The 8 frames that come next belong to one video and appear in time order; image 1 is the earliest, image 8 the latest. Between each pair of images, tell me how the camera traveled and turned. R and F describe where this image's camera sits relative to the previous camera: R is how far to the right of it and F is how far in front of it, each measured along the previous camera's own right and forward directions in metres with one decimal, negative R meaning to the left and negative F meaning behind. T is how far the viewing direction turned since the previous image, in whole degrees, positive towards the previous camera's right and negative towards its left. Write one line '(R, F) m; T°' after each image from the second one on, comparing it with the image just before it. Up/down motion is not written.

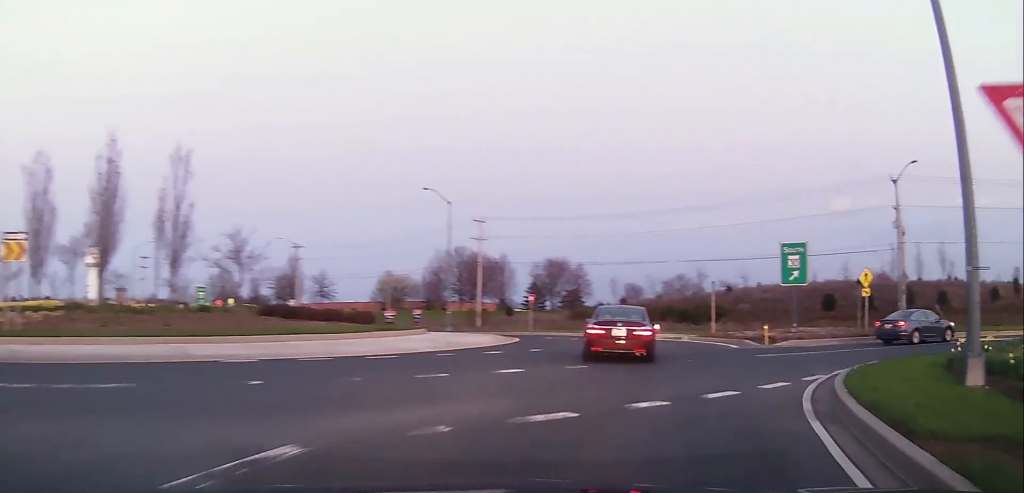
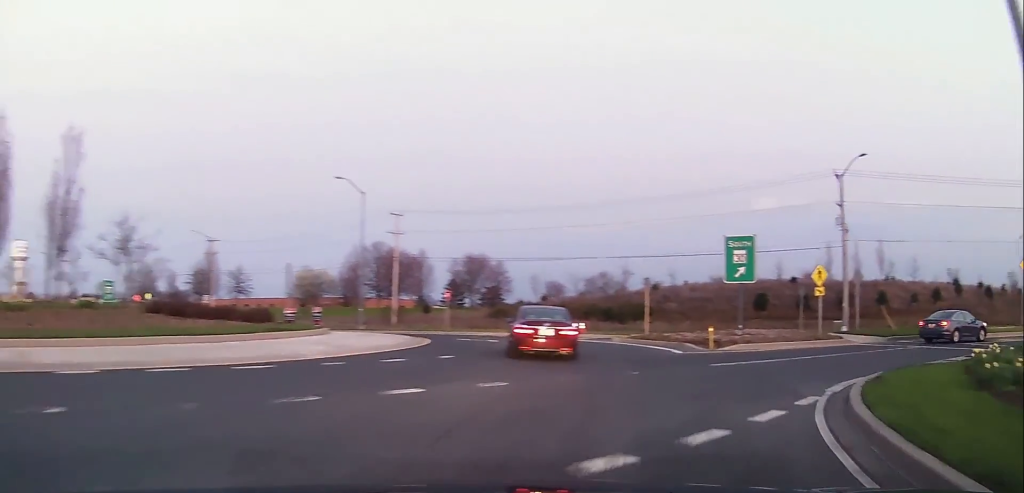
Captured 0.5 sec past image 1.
(-0.1, +2.2) m; +6°
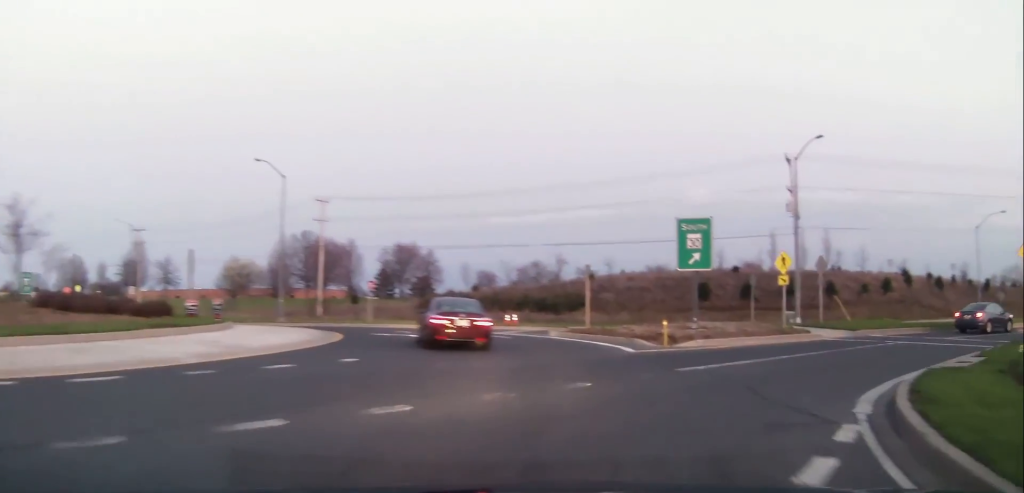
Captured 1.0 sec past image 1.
(+0.2, +2.6) m; +4°
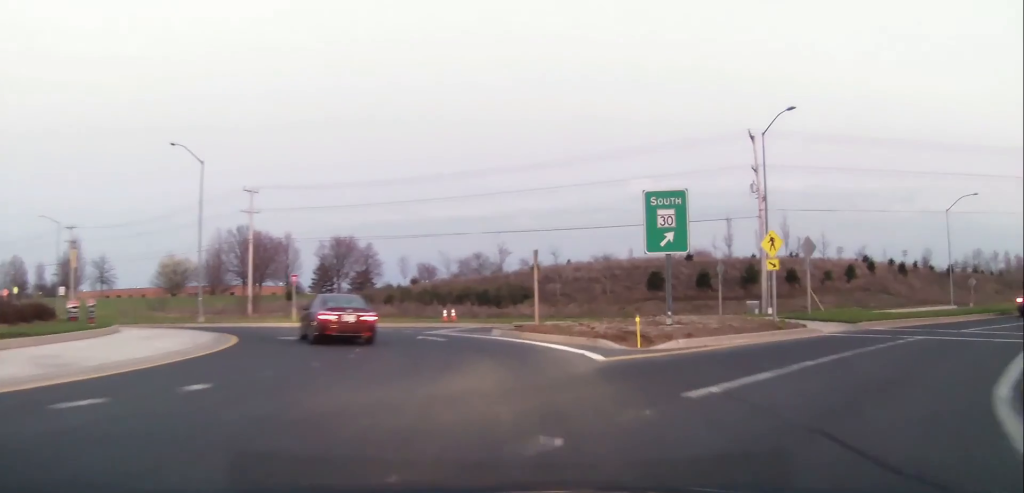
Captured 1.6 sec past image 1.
(+0.3, +3.3) m; +3°
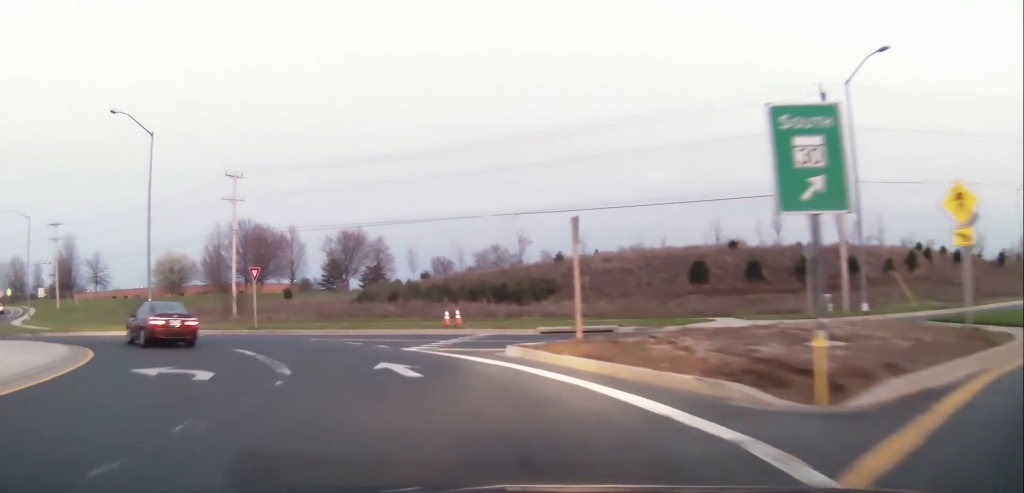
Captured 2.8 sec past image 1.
(0.0, +8.9) m; +4°
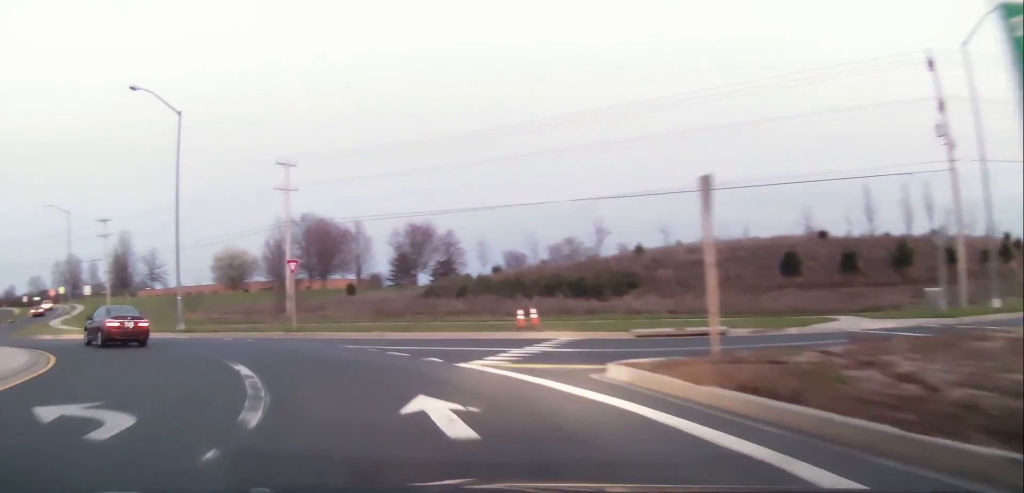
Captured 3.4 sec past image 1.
(+0.4, +5.4) m; +2°
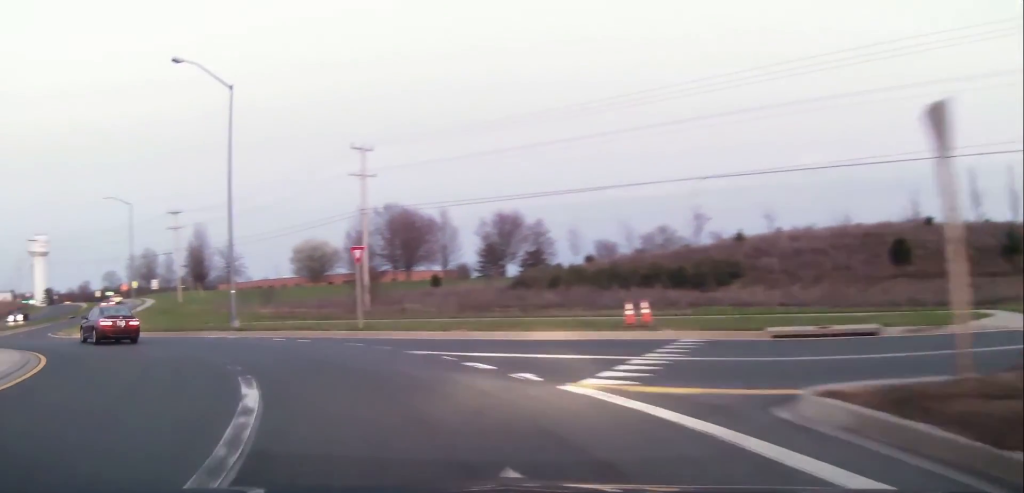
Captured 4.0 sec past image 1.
(+0.1, +4.8) m; -1°
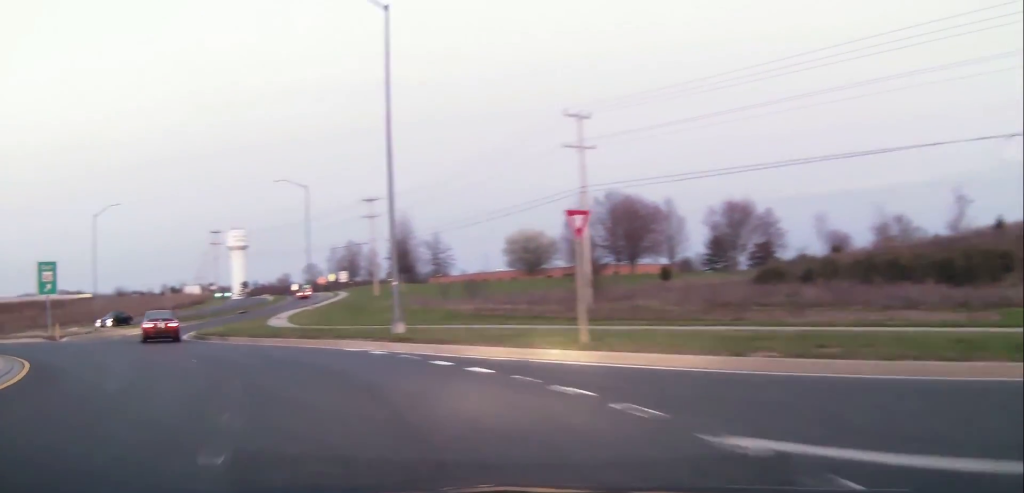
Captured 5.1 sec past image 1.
(-0.6, +10.4) m; -12°
